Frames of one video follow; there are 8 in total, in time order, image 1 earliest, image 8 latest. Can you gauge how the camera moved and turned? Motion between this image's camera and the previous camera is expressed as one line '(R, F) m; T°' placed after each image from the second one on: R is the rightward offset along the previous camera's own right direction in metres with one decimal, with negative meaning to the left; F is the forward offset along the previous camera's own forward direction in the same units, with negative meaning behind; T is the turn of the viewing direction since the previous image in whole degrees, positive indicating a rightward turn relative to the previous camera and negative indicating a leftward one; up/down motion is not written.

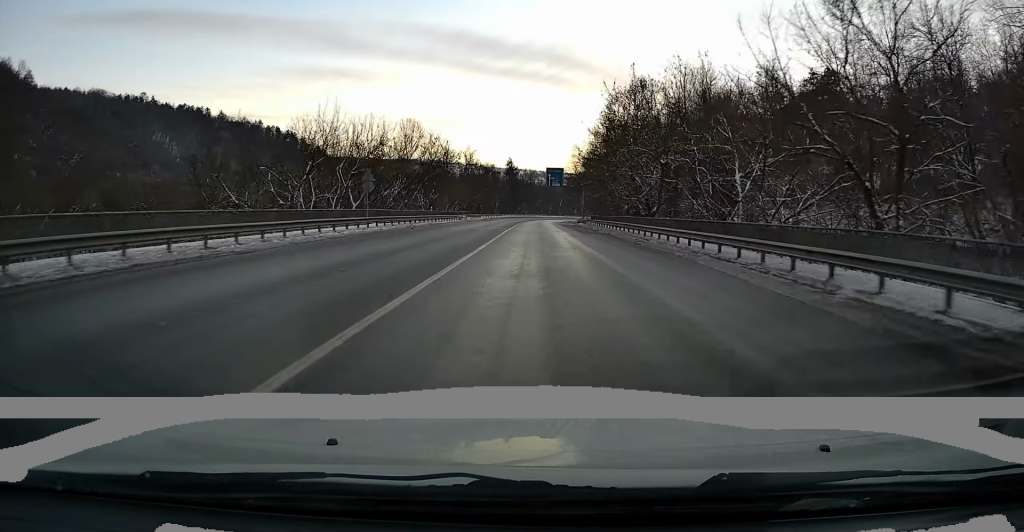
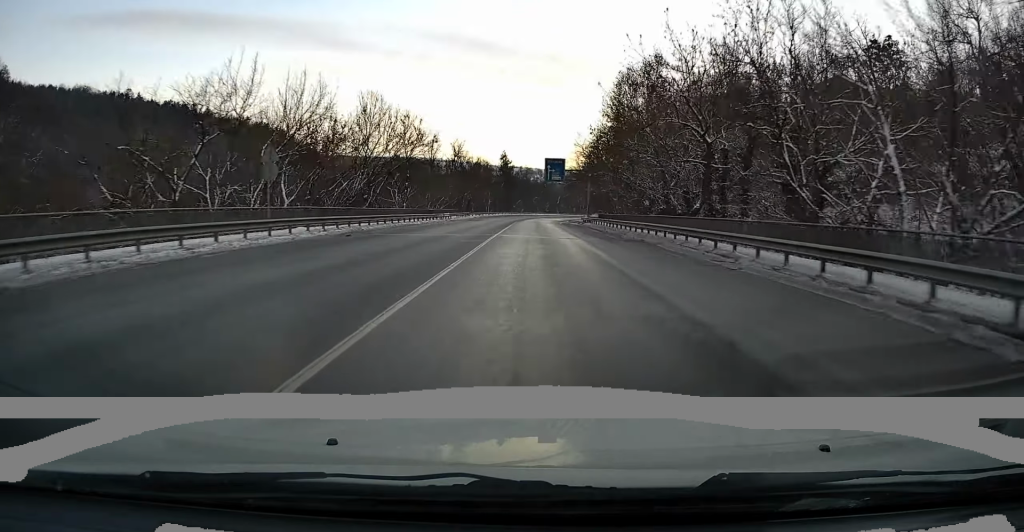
(0.0, +14.1) m; 0°
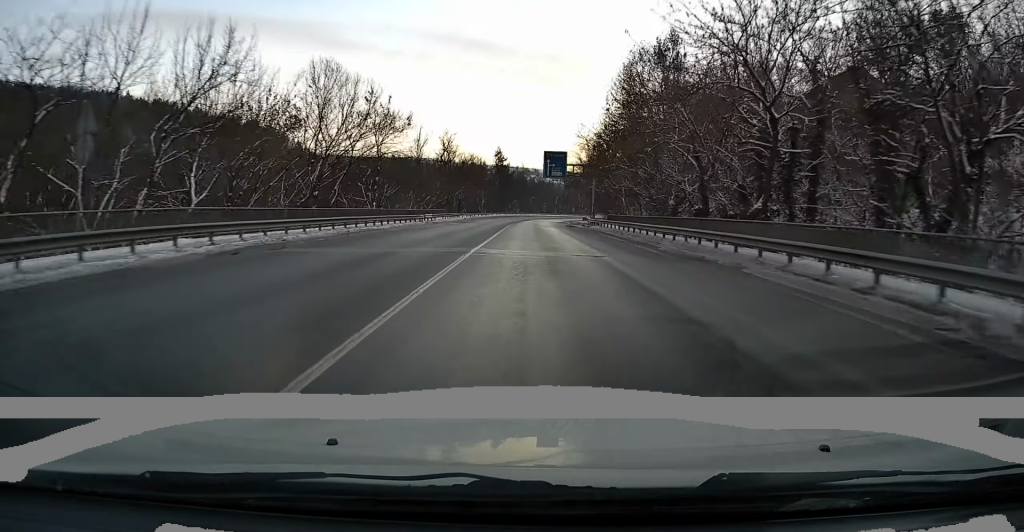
(0.0, +10.7) m; 0°
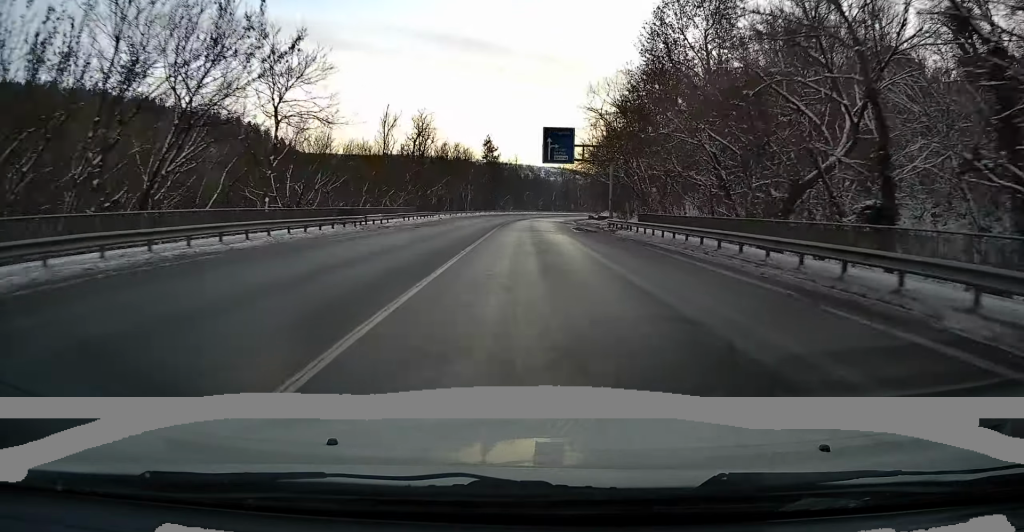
(+0.1, +19.9) m; +1°
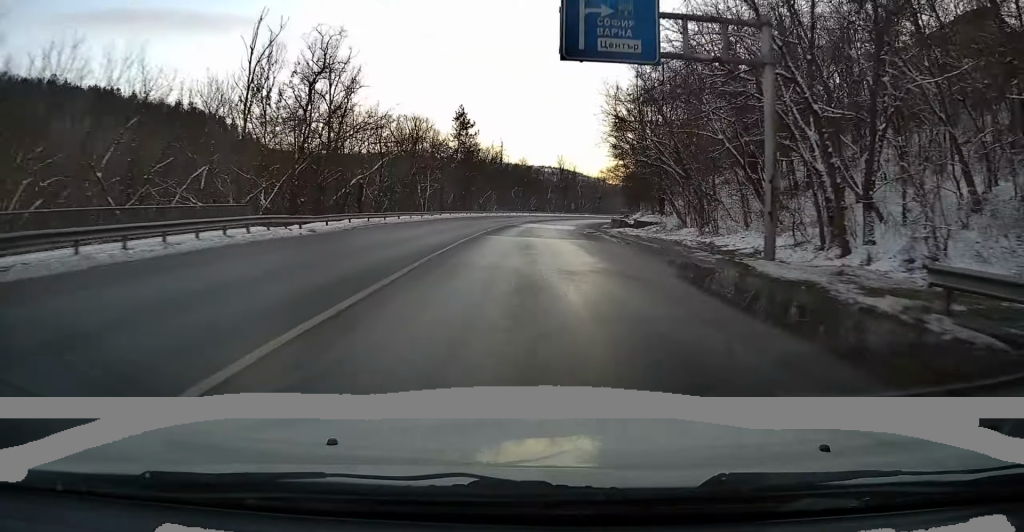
(+0.7, +37.5) m; +1°
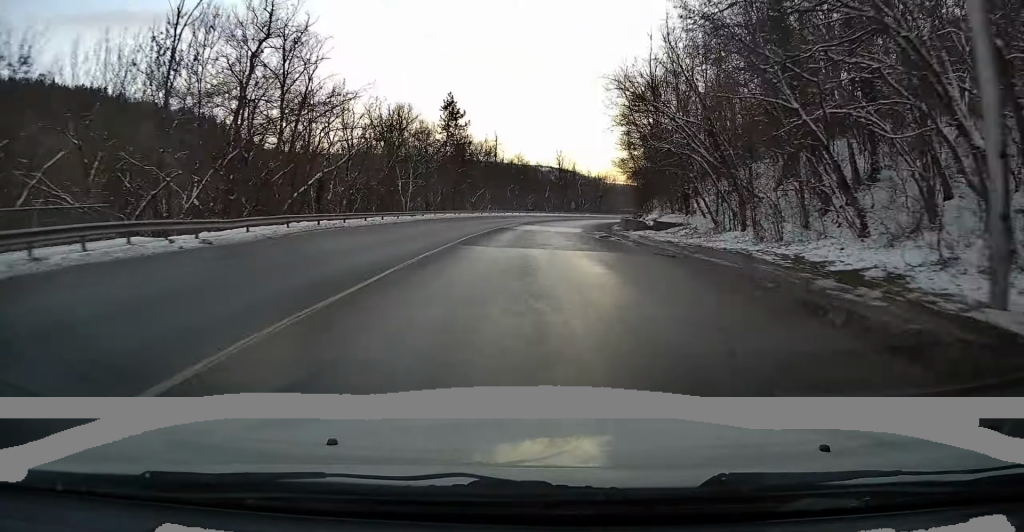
(0.0, +9.4) m; 0°
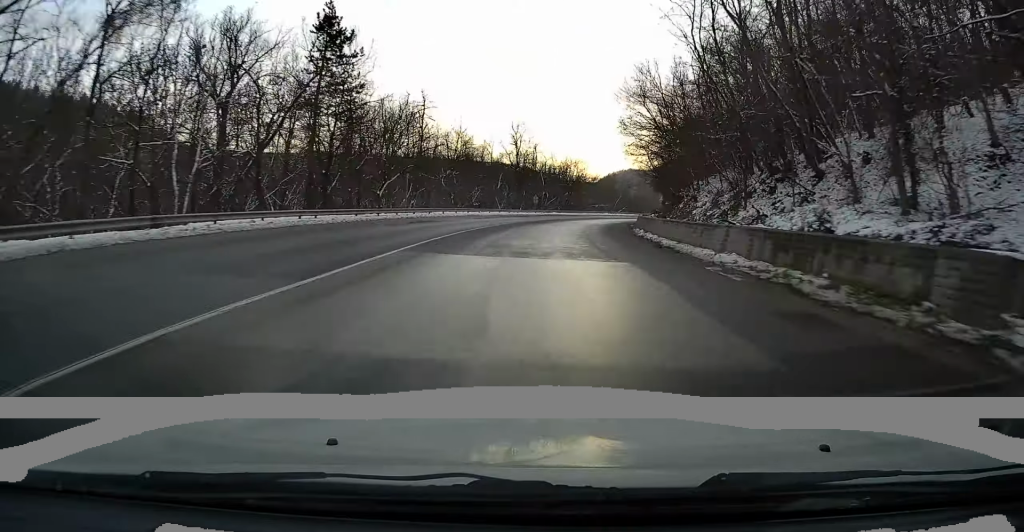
(+0.6, +36.7) m; +4°
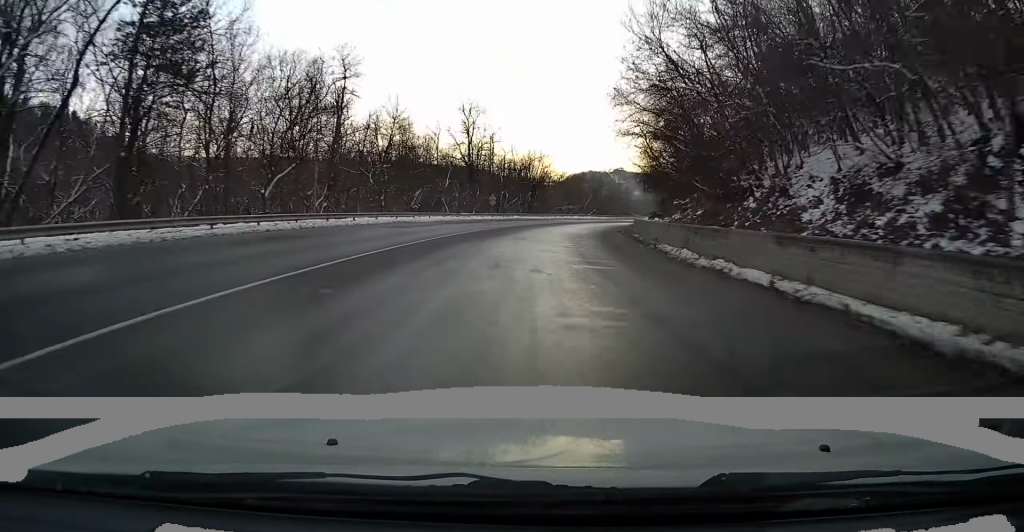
(+0.5, +18.4) m; +4°
